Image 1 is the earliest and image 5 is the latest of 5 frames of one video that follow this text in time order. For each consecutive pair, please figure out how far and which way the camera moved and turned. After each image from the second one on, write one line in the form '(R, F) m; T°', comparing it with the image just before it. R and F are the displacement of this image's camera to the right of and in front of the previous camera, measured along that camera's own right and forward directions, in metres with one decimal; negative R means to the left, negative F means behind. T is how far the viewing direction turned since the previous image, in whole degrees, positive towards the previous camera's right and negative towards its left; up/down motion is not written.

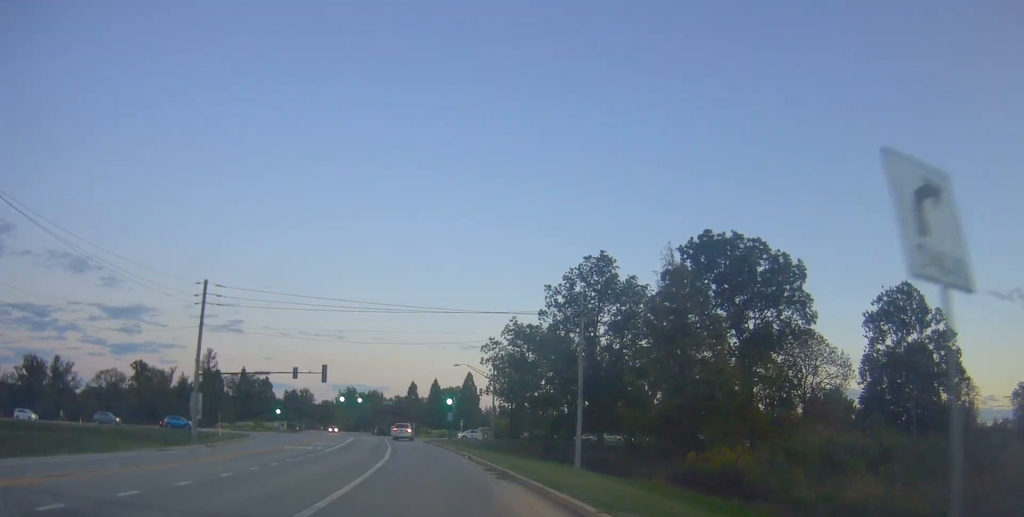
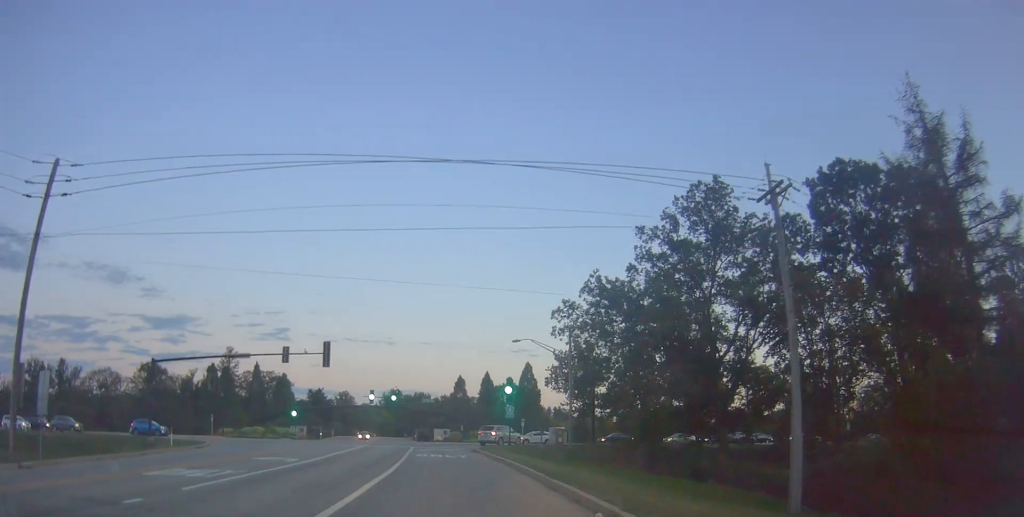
(-0.7, +21.0) m; -6°
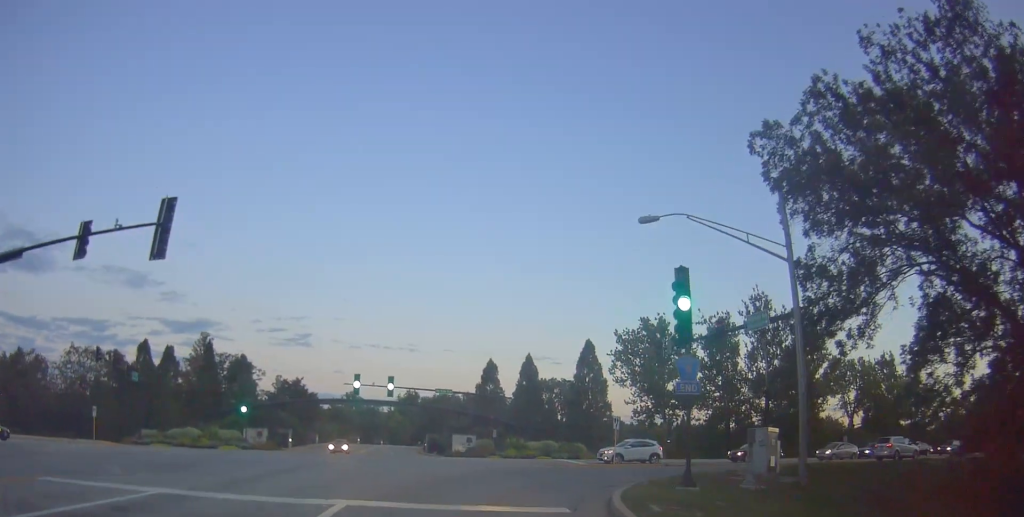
(-2.0, +32.5) m; -3°
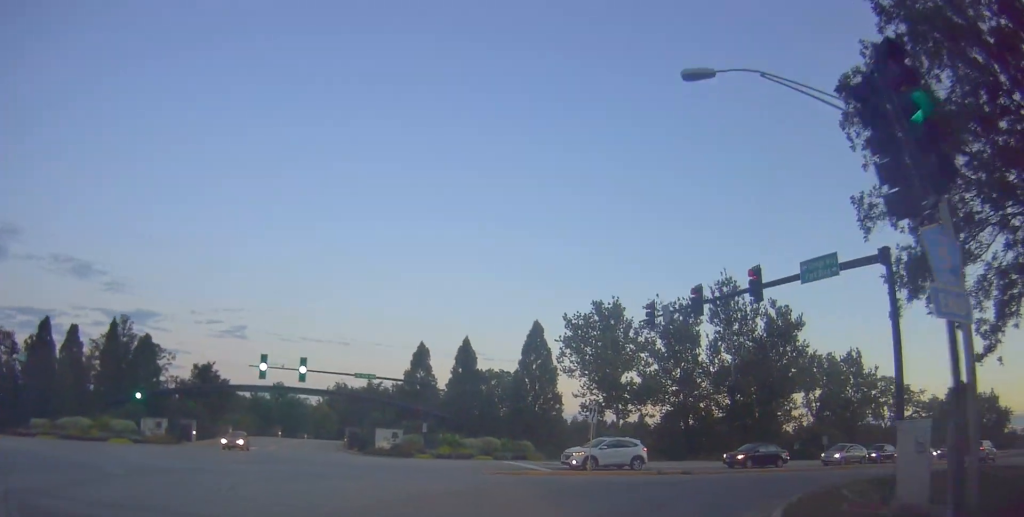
(0.0, +10.7) m; +5°
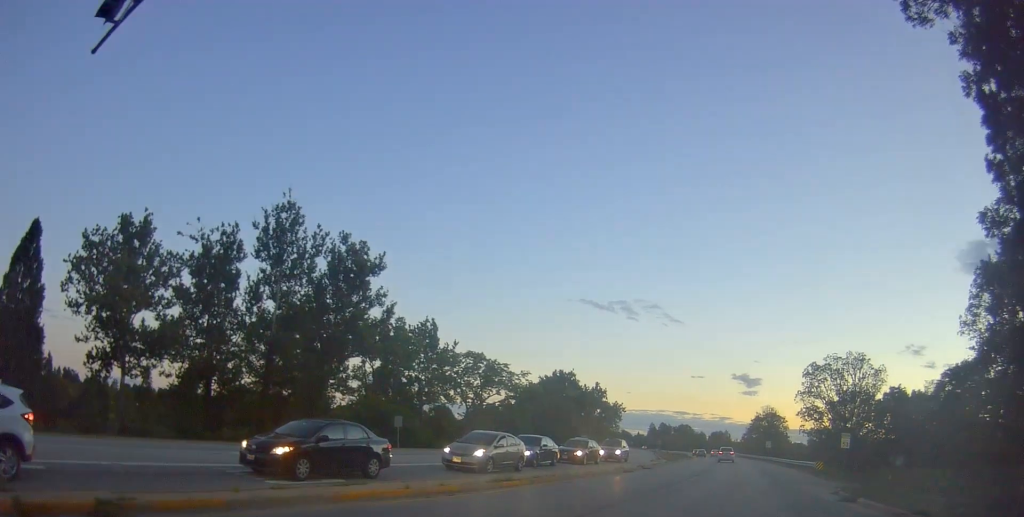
(+4.9, +19.4) m; +41°
